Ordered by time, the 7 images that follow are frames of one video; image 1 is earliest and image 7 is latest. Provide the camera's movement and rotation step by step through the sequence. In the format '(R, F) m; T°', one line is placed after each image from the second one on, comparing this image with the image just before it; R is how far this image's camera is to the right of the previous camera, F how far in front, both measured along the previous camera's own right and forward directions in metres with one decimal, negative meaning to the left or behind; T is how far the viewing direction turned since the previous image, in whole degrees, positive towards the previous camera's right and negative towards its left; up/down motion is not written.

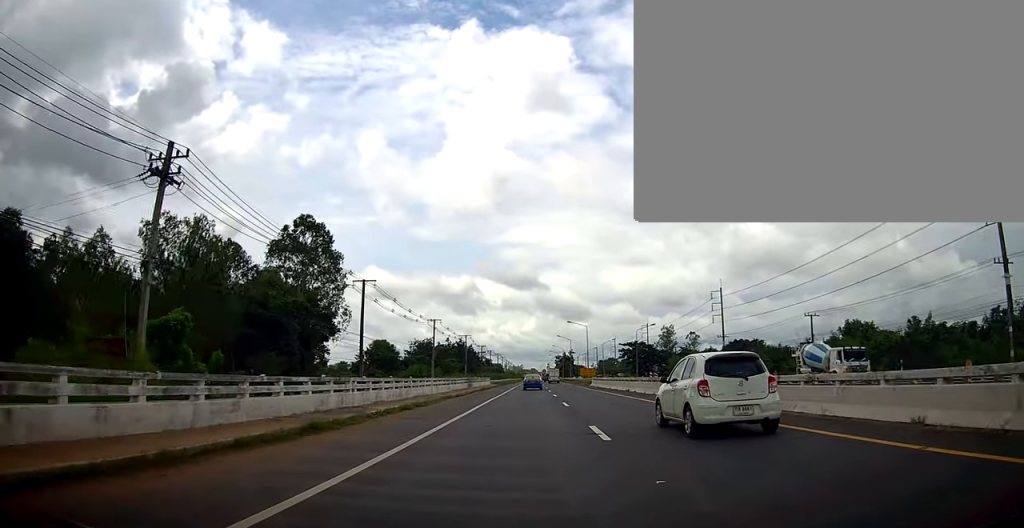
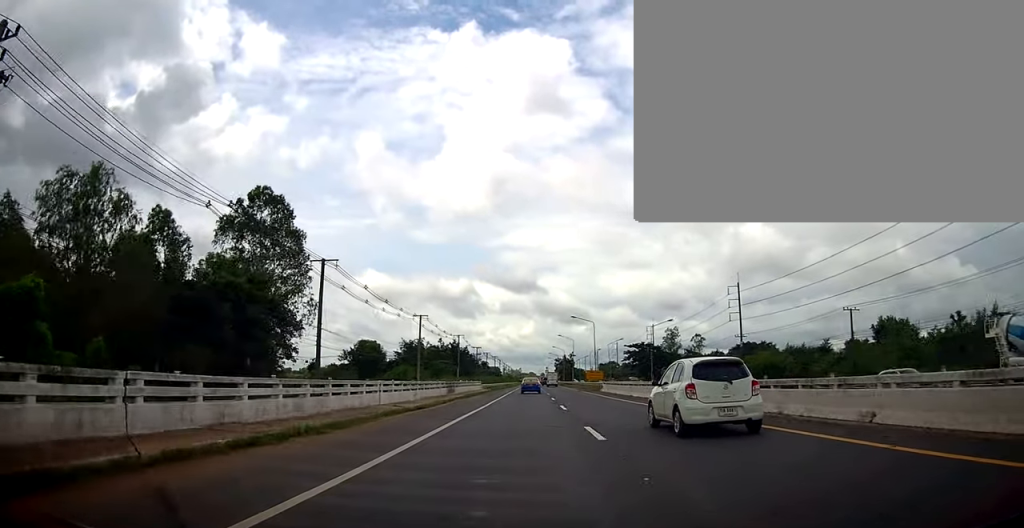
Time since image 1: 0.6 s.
(+0.5, +11.6) m; 0°
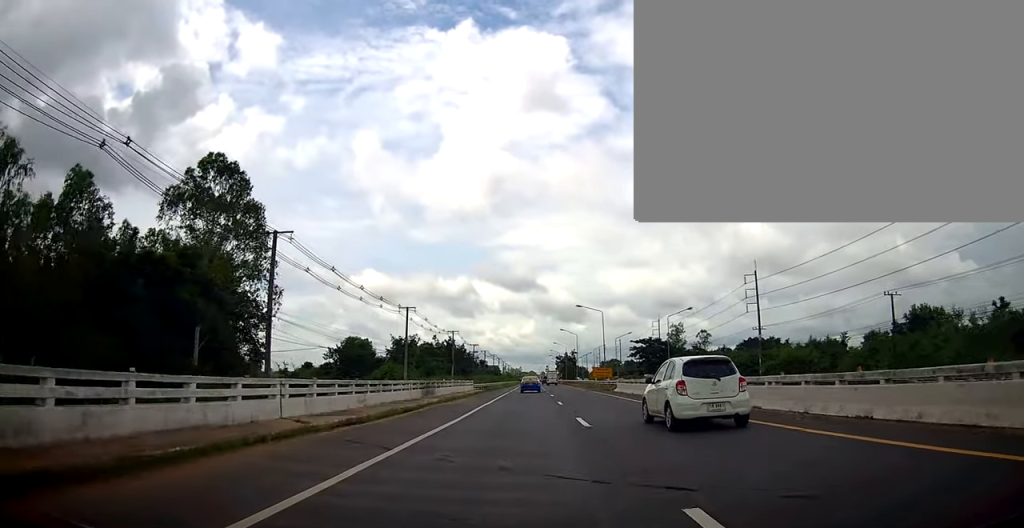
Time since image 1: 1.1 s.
(-0.3, +9.4) m; -1°
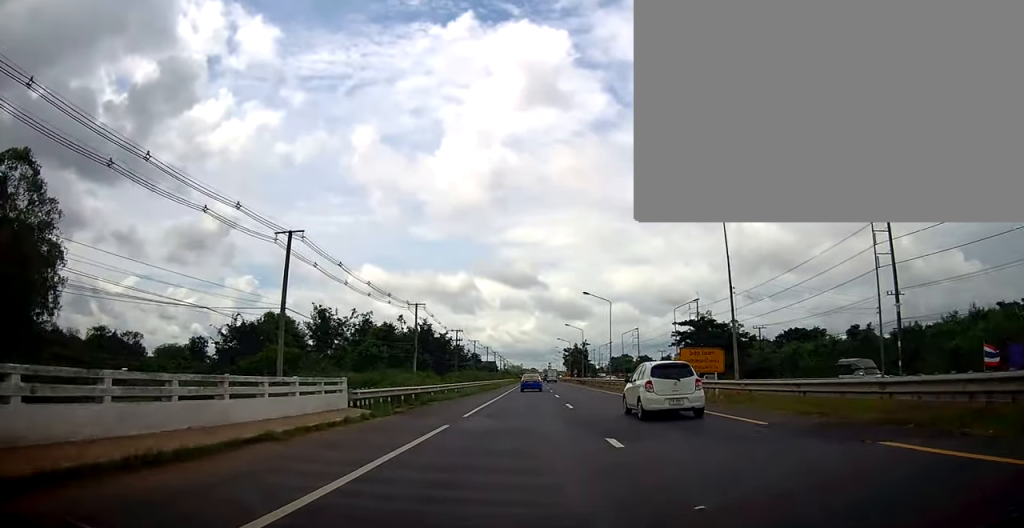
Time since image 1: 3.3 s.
(+0.1, +40.7) m; +1°
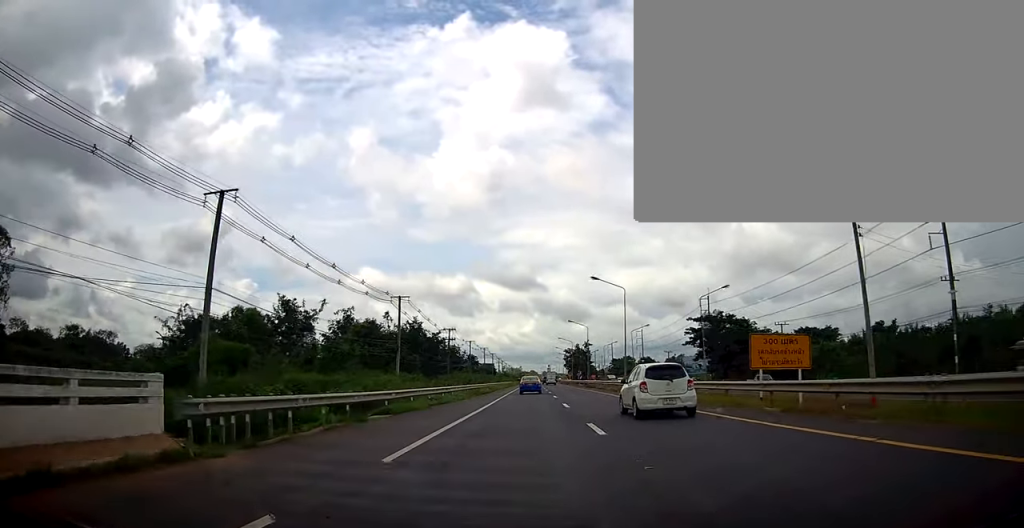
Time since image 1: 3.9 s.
(+0.1, +10.2) m; -1°
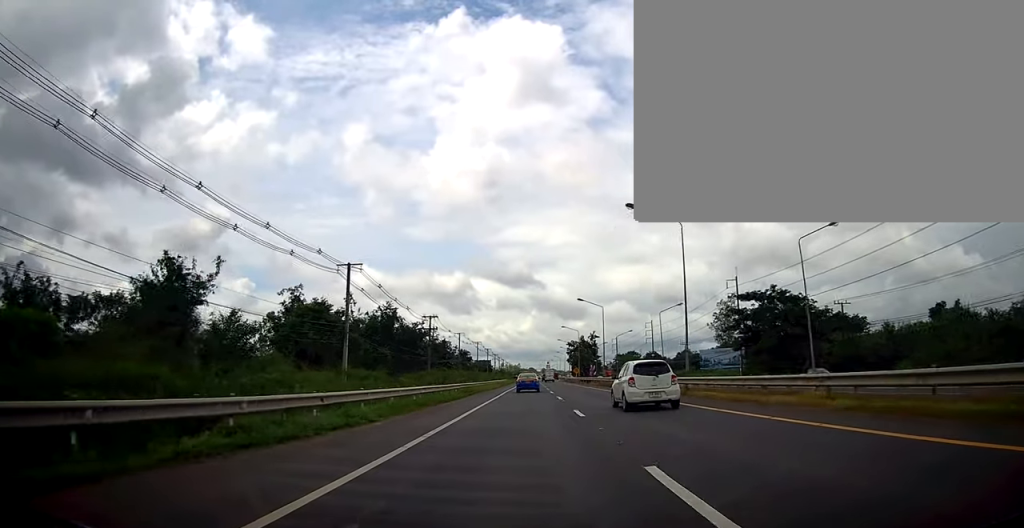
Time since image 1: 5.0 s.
(-0.7, +20.1) m; -1°
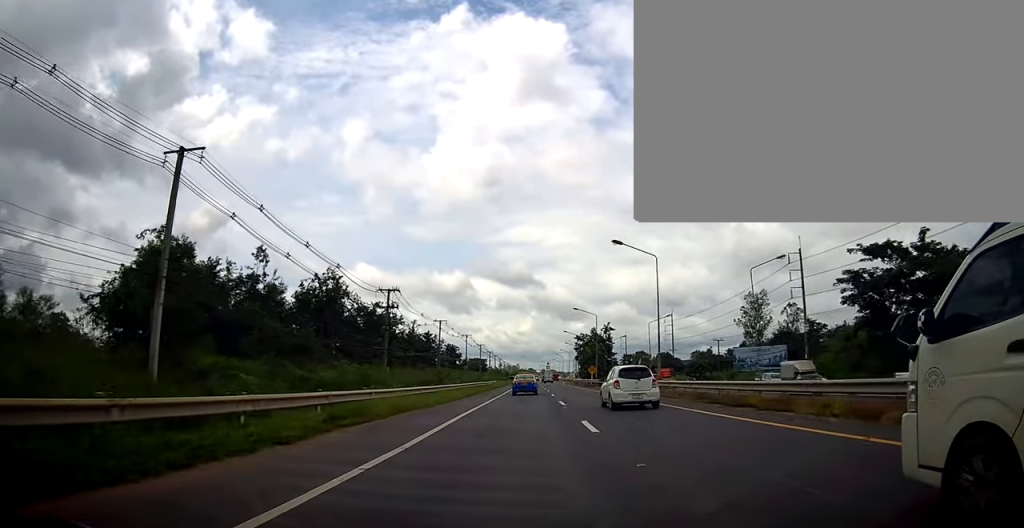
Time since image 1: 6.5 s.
(+1.1, +27.8) m; +3°
